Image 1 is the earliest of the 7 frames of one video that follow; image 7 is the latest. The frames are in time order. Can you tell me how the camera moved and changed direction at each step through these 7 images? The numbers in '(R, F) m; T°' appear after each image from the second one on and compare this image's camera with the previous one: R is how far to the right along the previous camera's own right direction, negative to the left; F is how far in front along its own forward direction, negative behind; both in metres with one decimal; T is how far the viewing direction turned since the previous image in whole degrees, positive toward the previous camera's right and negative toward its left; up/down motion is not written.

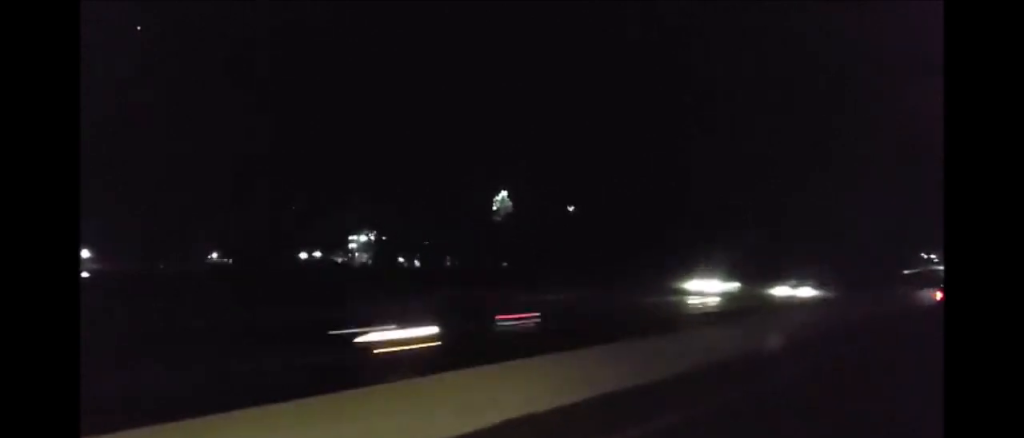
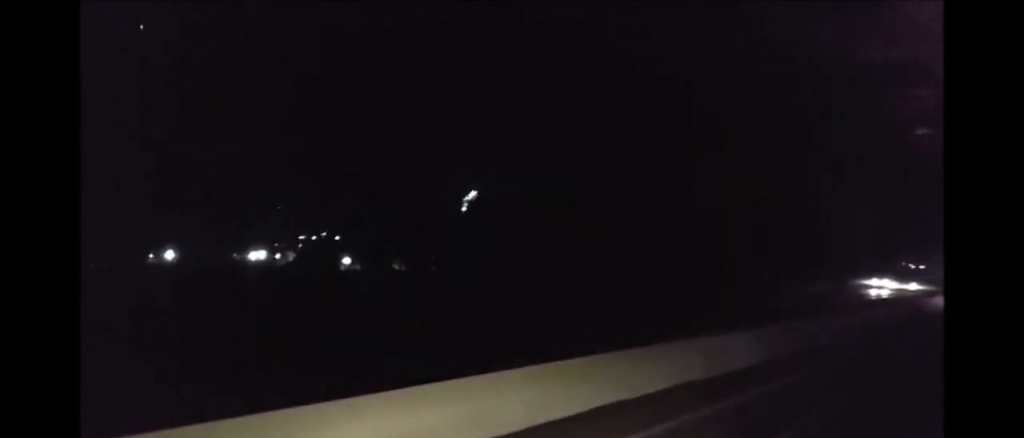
(-0.1, +33.4) m; -1°
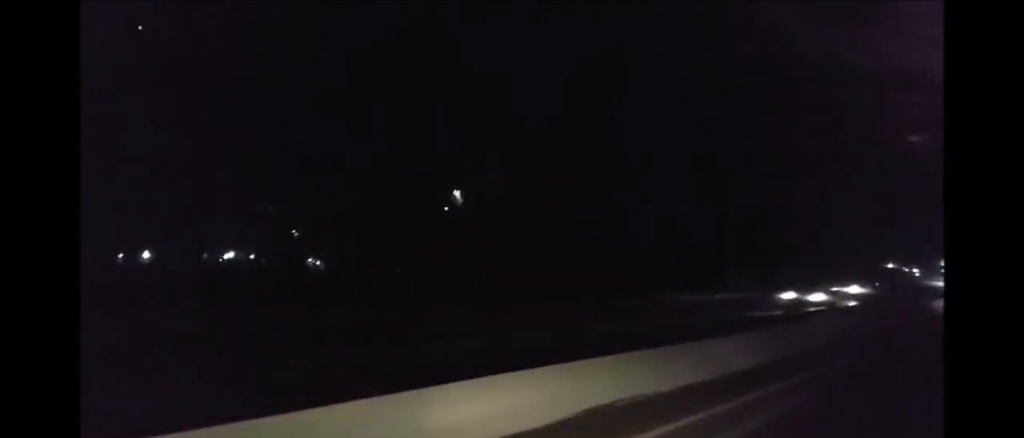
(-0.1, +15.8) m; 0°
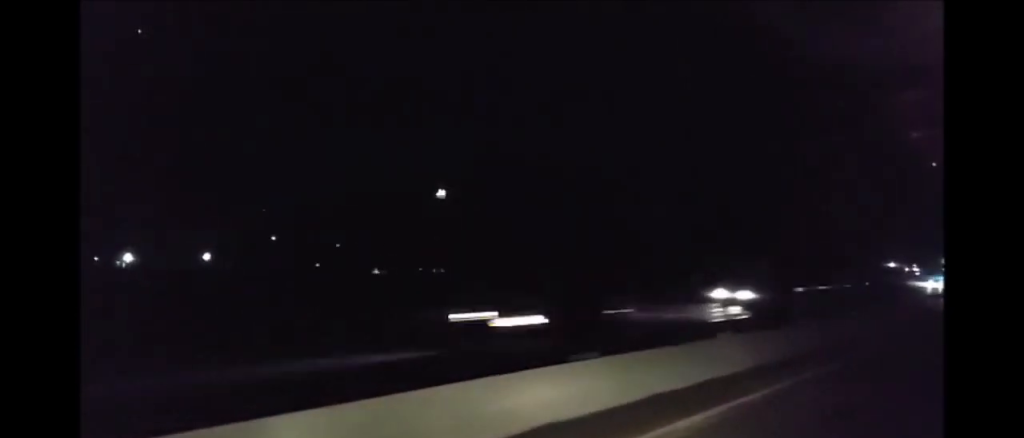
(0.0, +12.8) m; 0°
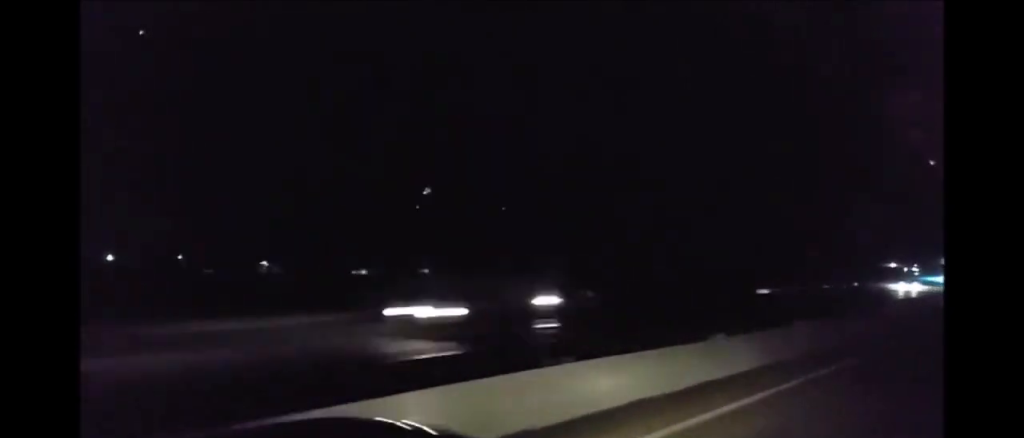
(-0.1, +12.8) m; 0°
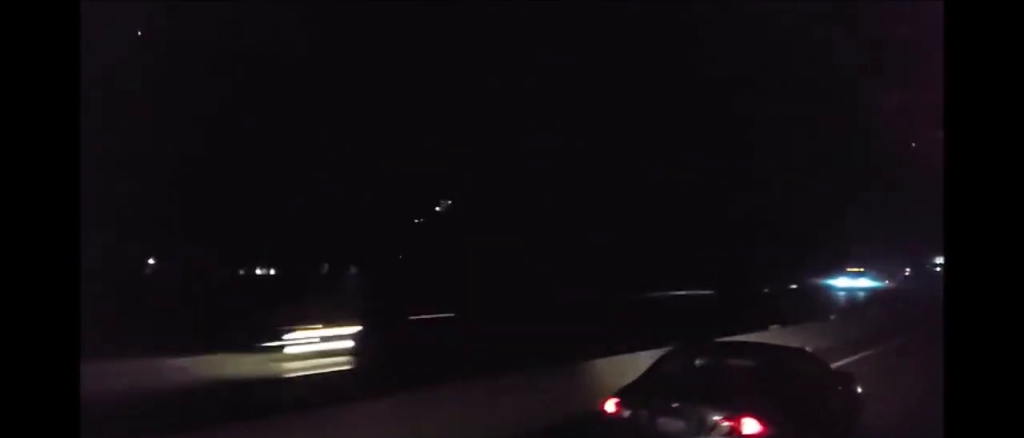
(+0.3, +45.5) m; 0°
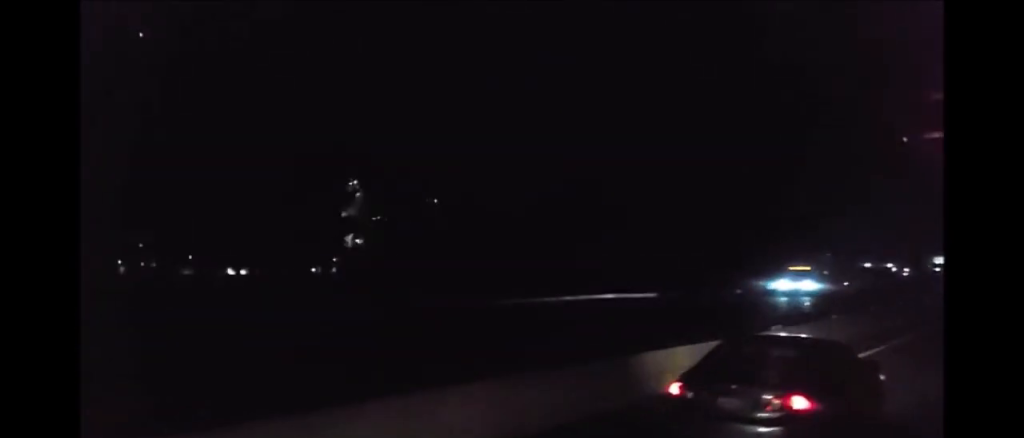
(-0.1, +11.8) m; -1°
